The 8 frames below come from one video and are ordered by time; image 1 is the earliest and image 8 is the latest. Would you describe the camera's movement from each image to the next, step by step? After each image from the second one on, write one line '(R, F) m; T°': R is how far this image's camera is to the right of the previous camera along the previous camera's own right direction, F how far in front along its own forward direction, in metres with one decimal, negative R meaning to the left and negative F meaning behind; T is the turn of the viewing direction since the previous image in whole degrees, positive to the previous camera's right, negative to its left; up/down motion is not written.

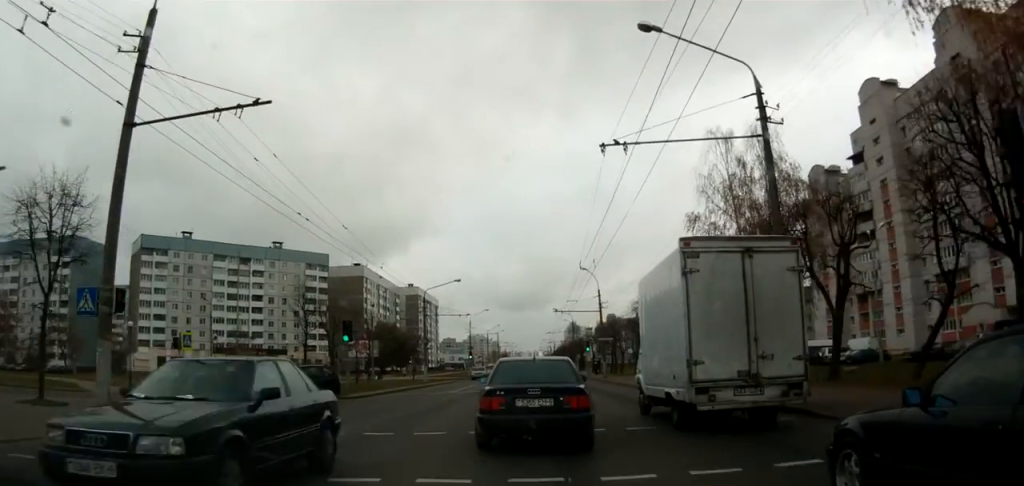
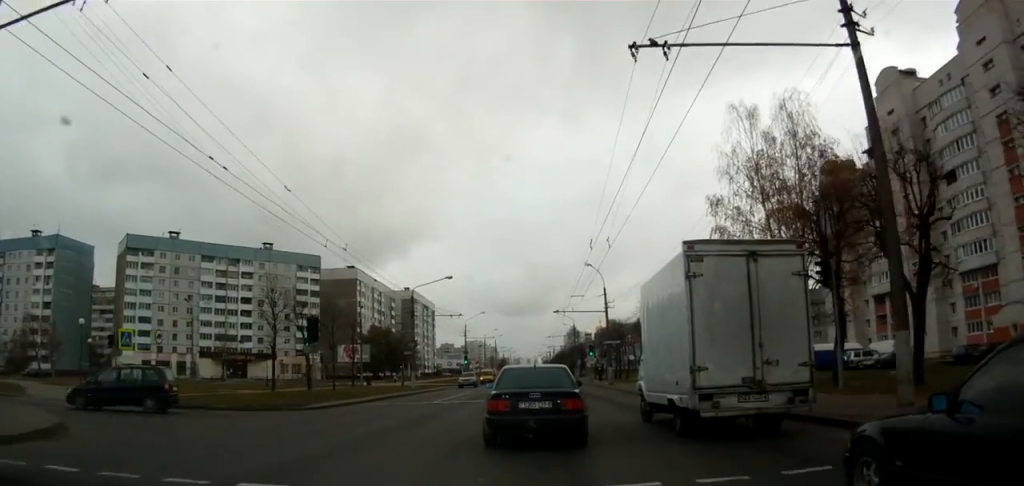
(+0.2, +4.7) m; +4°
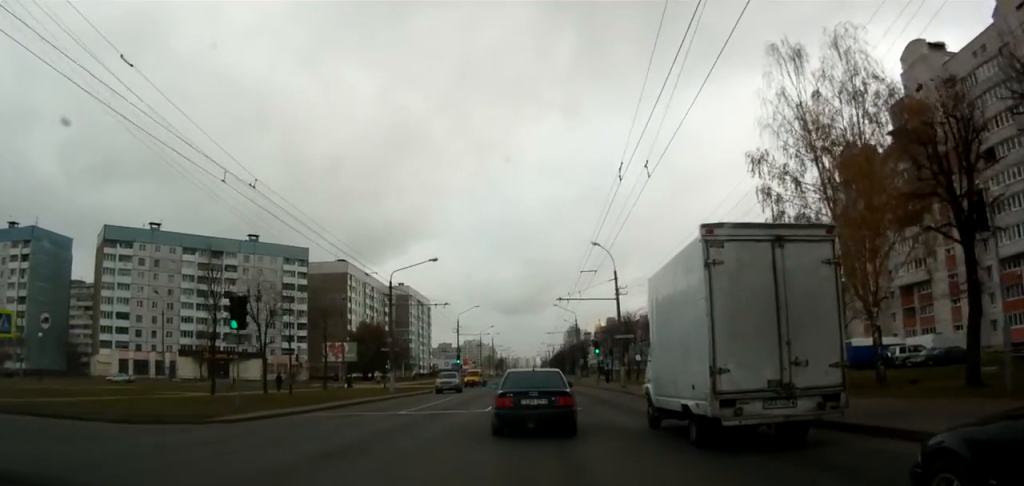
(+0.1, +6.9) m; -2°
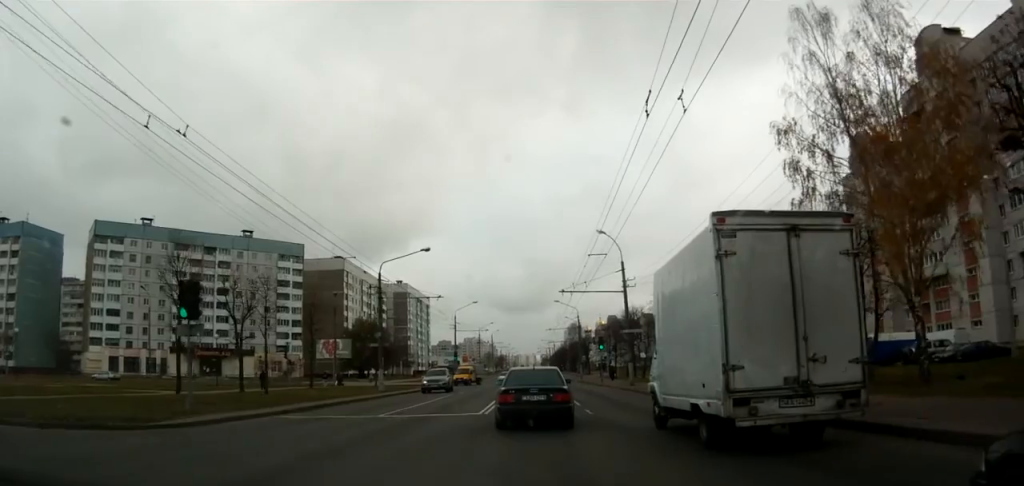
(-0.2, +3.0) m; +1°
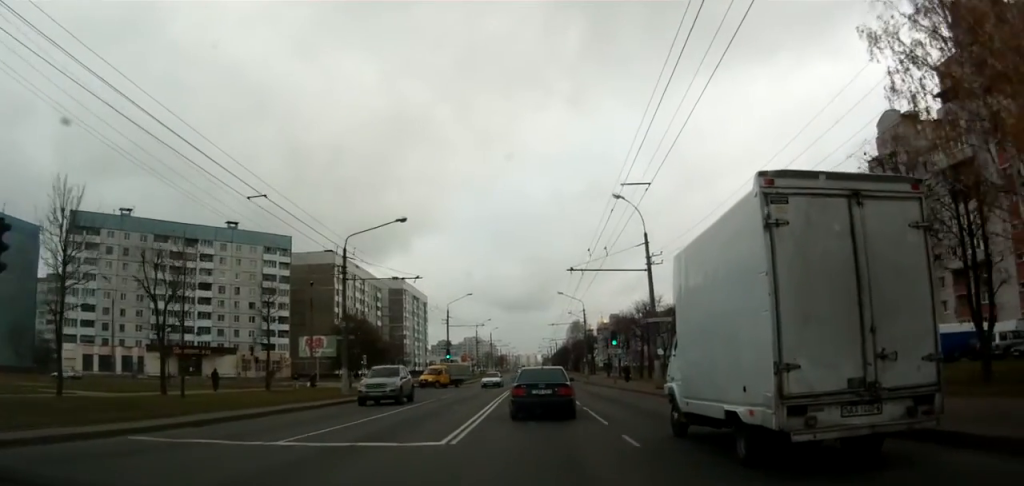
(+0.2, +6.8) m; +2°
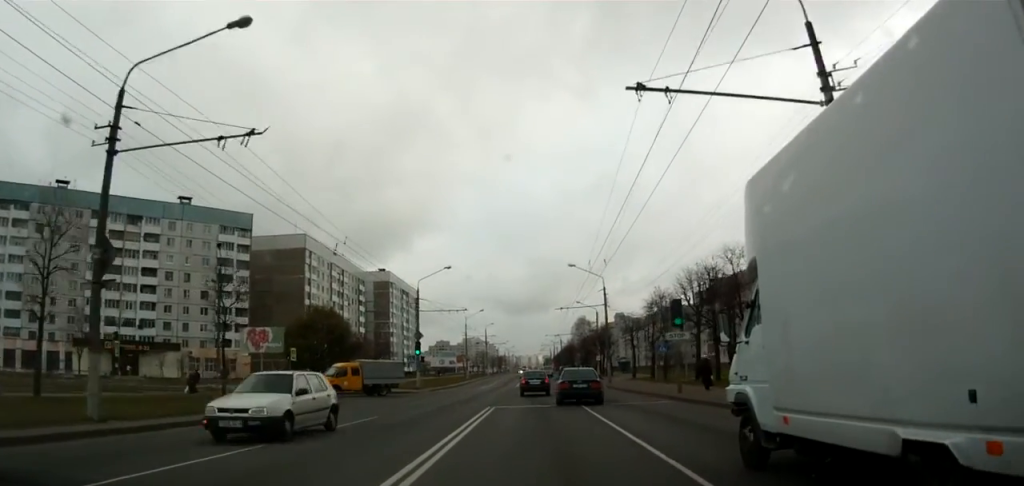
(-0.3, +18.9) m; -3°
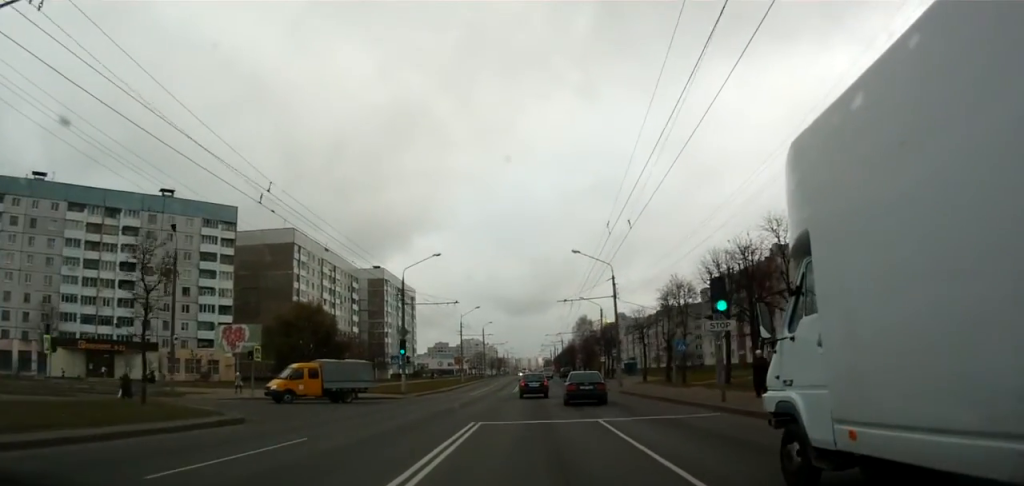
(0.0, +5.8) m; -1°
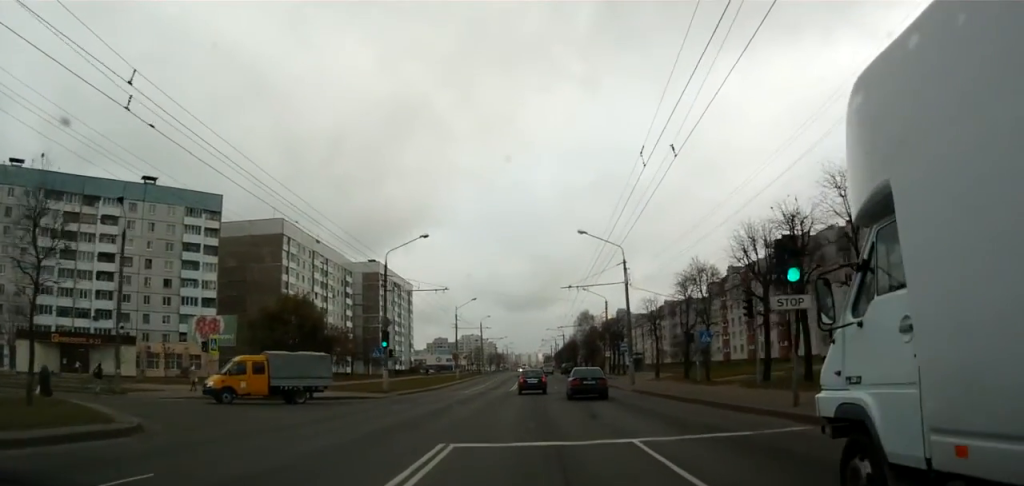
(0.0, +5.3) m; -1°
